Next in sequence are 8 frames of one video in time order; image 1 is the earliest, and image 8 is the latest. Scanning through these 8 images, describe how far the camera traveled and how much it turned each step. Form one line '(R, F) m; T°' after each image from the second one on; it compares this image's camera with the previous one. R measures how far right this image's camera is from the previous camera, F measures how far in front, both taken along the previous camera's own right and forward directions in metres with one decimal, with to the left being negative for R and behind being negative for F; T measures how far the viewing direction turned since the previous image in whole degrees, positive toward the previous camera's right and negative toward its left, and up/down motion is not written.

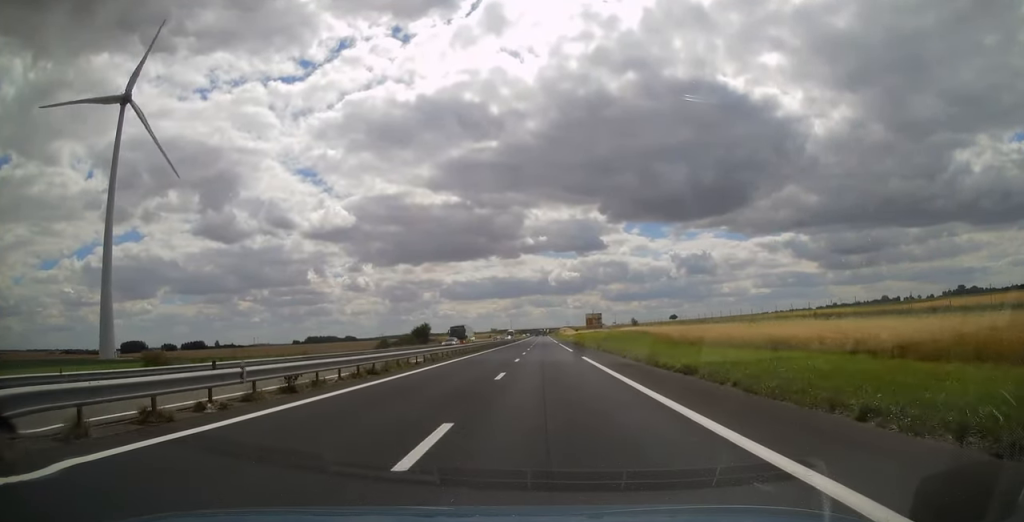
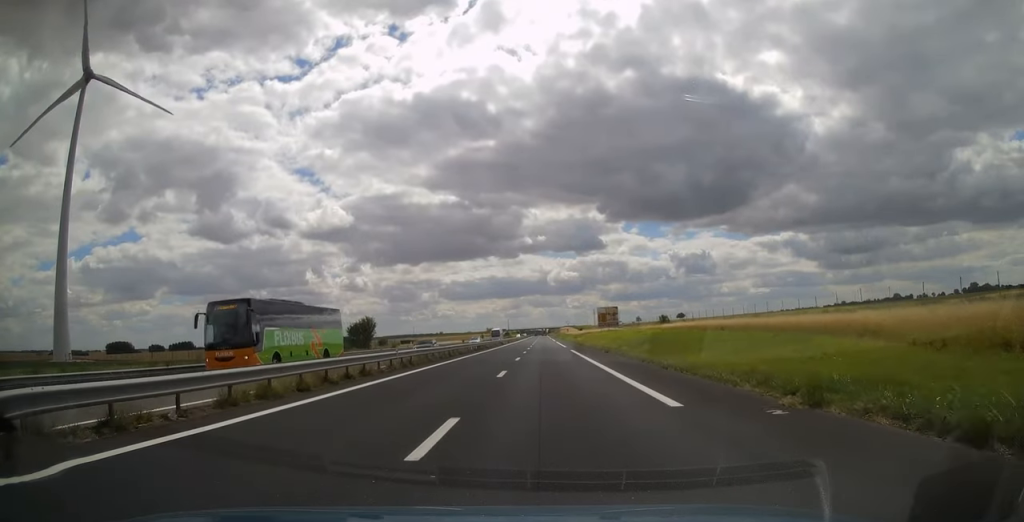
(-0.3, +37.2) m; 0°
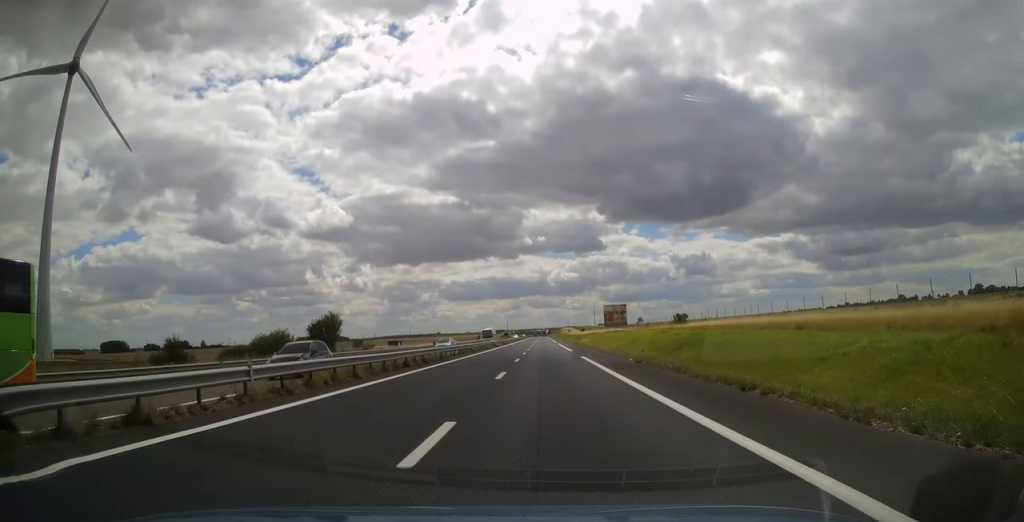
(+0.1, +13.2) m; 0°
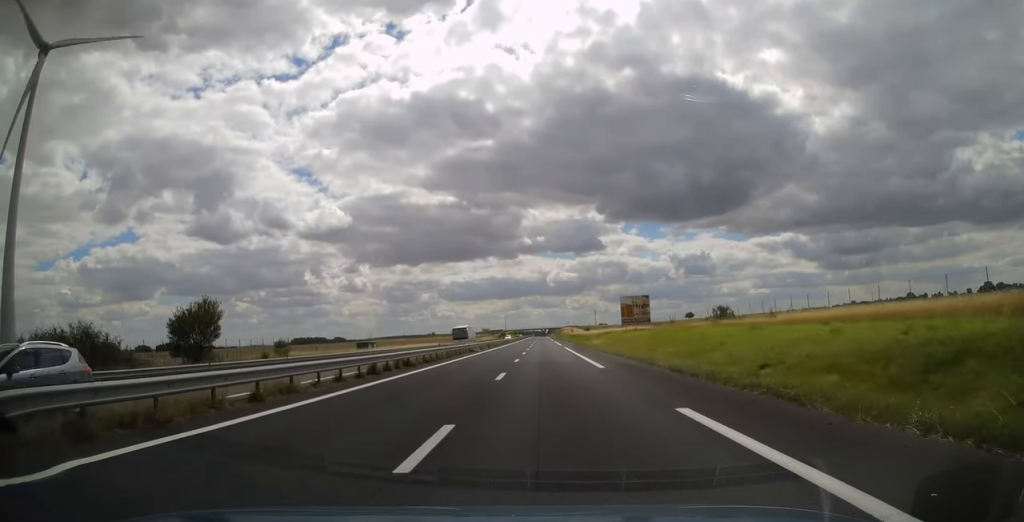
(0.0, +25.4) m; 0°
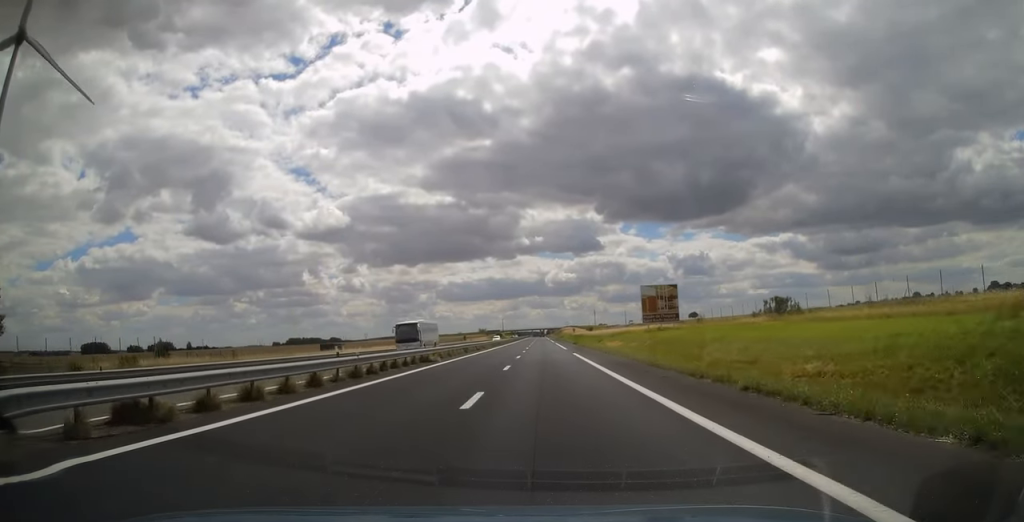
(0.0, +20.0) m; 0°
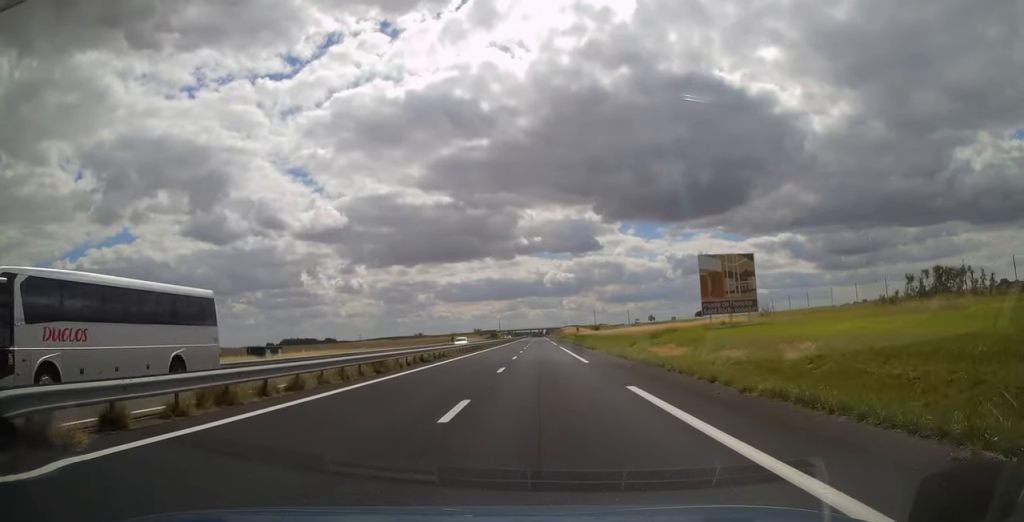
(0.0, +26.9) m; 0°
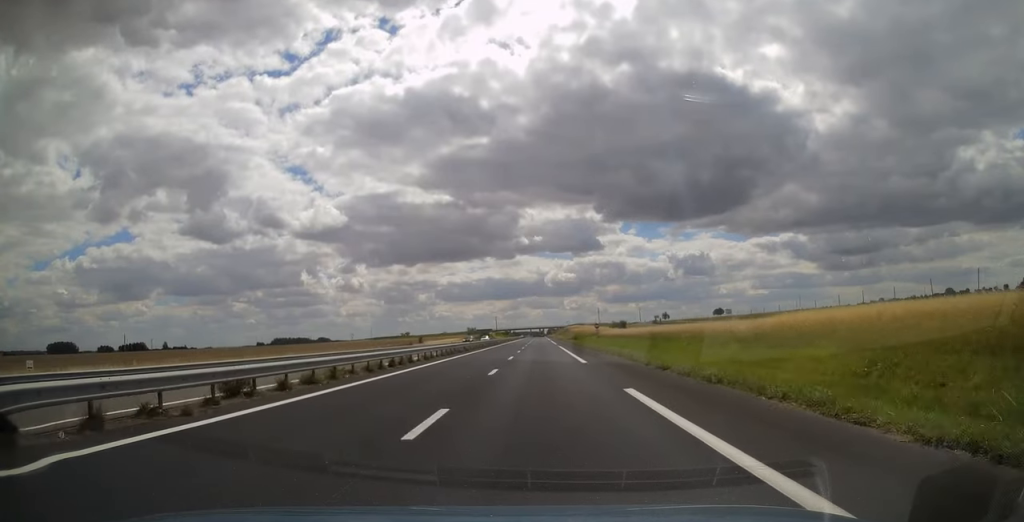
(+0.6, +52.1) m; +1°
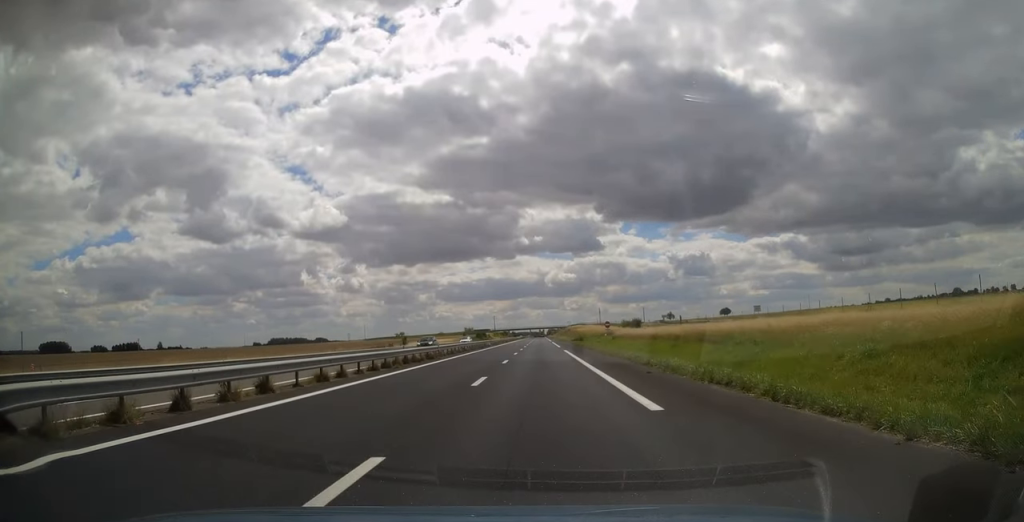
(-0.2, +17.1) m; 0°
